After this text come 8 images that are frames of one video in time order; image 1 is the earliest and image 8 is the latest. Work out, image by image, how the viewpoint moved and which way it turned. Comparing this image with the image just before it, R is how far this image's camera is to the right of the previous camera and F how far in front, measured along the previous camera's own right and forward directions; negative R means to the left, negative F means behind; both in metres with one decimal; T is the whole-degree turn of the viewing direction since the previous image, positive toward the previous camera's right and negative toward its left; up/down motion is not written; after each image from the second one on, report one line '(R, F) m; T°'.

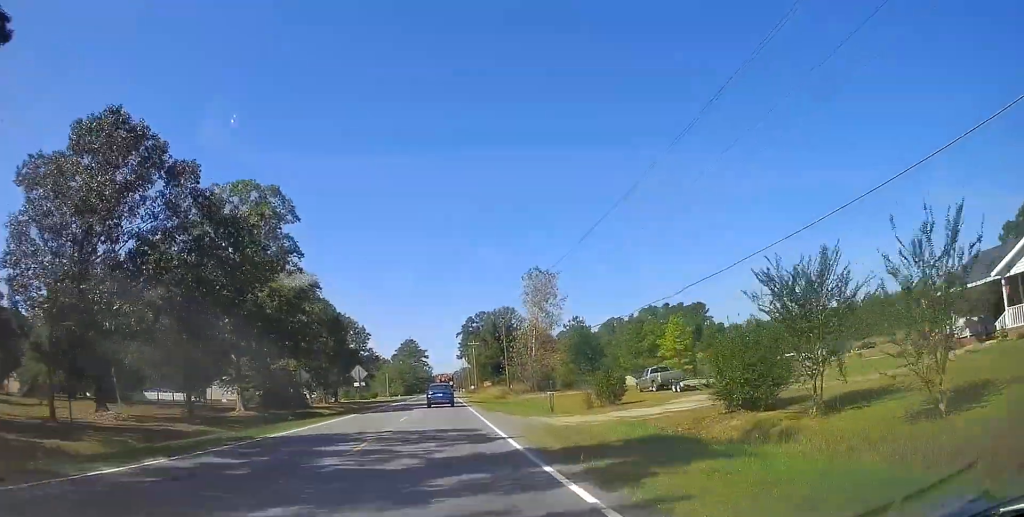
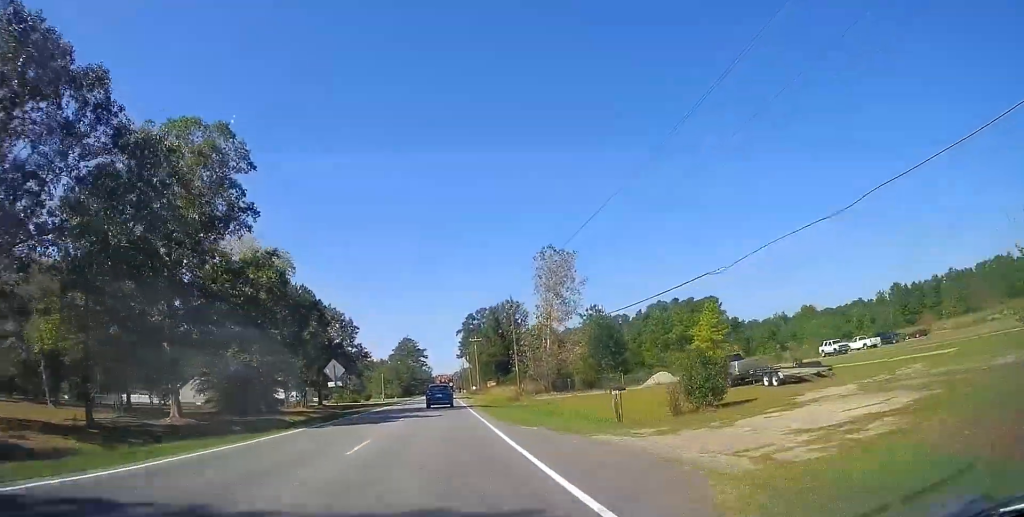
(+0.2, +12.4) m; +1°
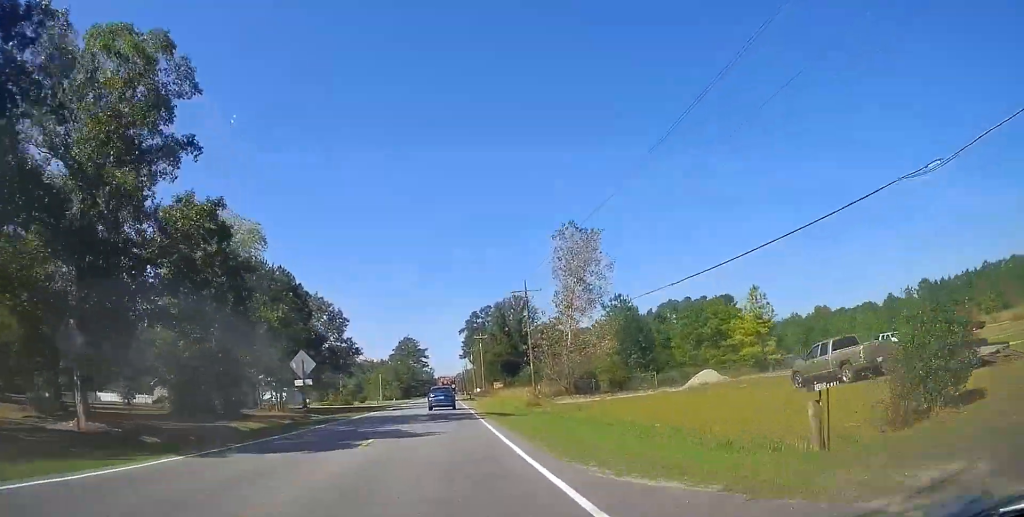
(+0.1, +10.8) m; +1°
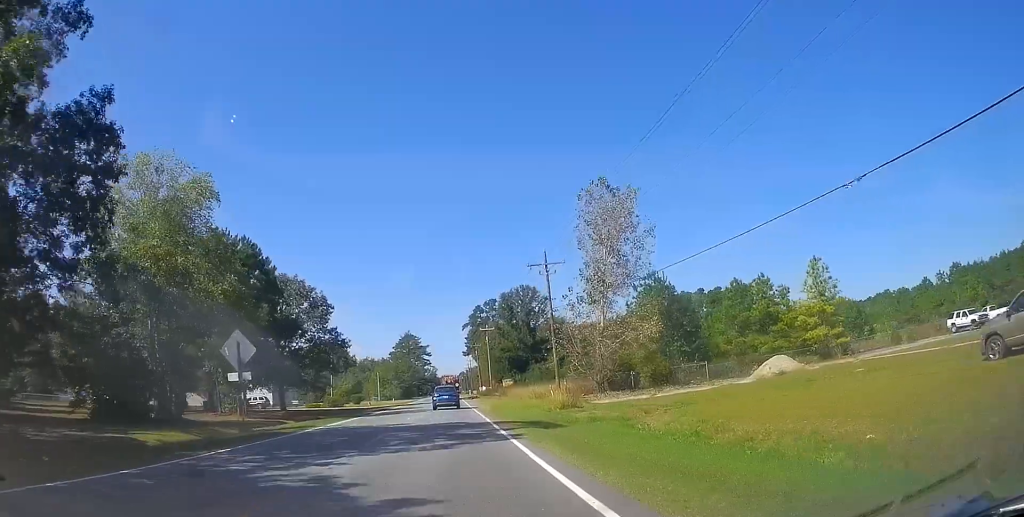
(+0.3, +11.5) m; 0°
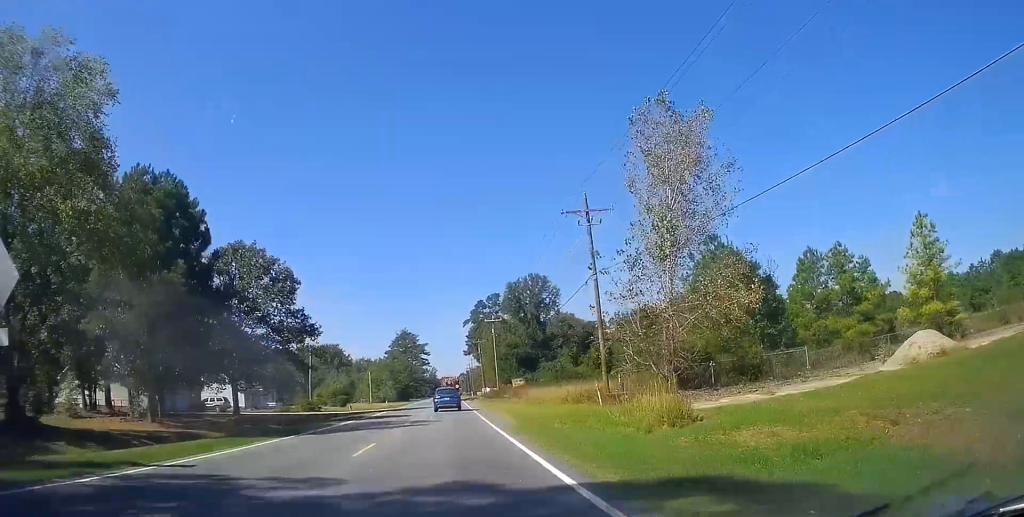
(0.0, +14.6) m; 0°
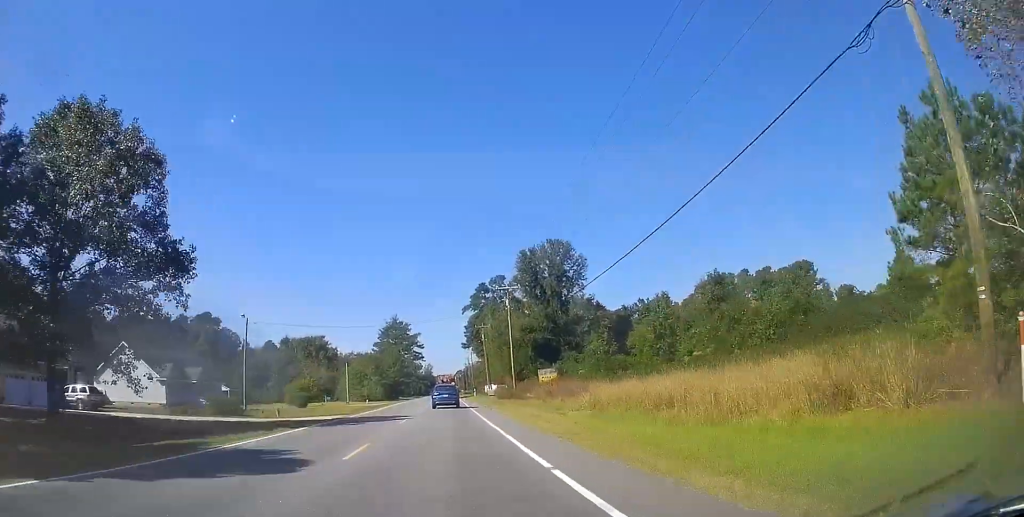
(-0.2, +25.3) m; 0°
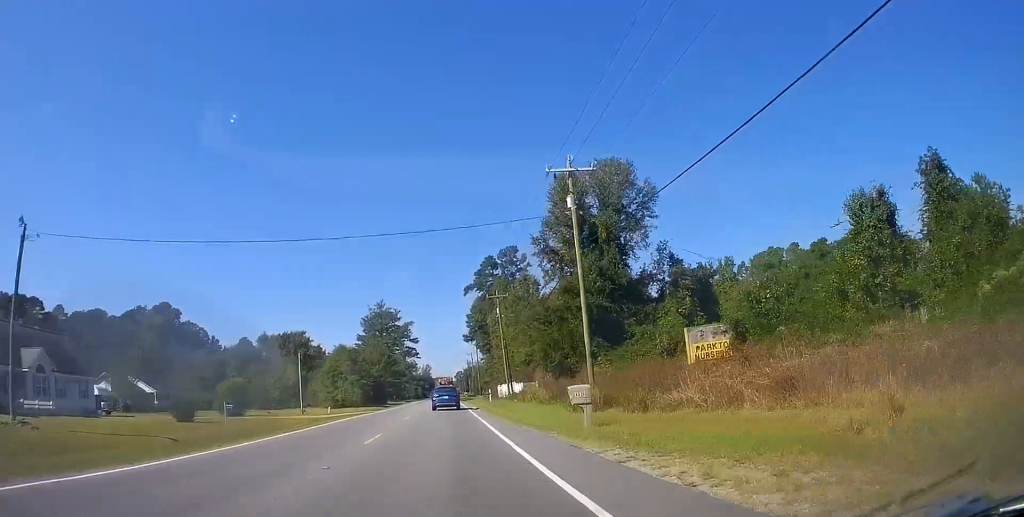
(-0.1, +32.6) m; 0°
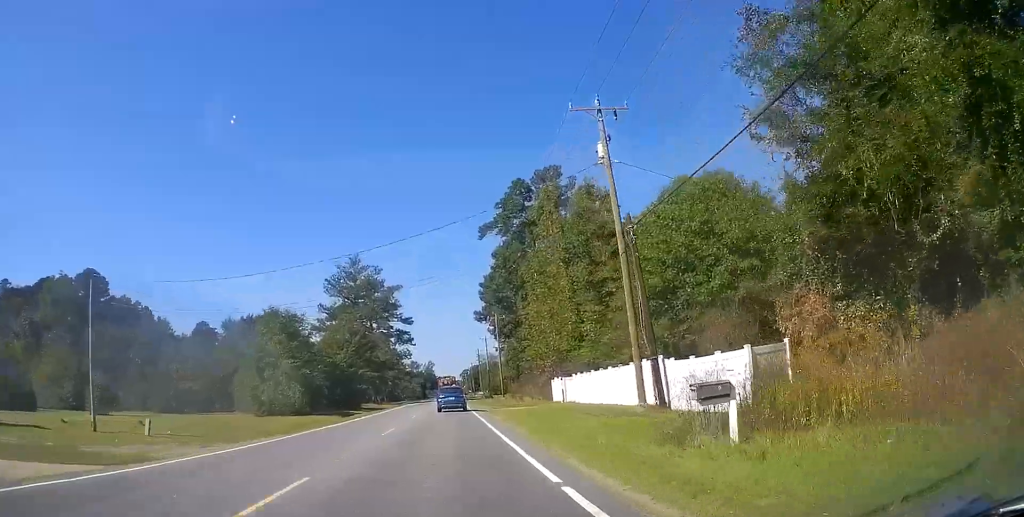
(+0.7, +44.3) m; 0°
